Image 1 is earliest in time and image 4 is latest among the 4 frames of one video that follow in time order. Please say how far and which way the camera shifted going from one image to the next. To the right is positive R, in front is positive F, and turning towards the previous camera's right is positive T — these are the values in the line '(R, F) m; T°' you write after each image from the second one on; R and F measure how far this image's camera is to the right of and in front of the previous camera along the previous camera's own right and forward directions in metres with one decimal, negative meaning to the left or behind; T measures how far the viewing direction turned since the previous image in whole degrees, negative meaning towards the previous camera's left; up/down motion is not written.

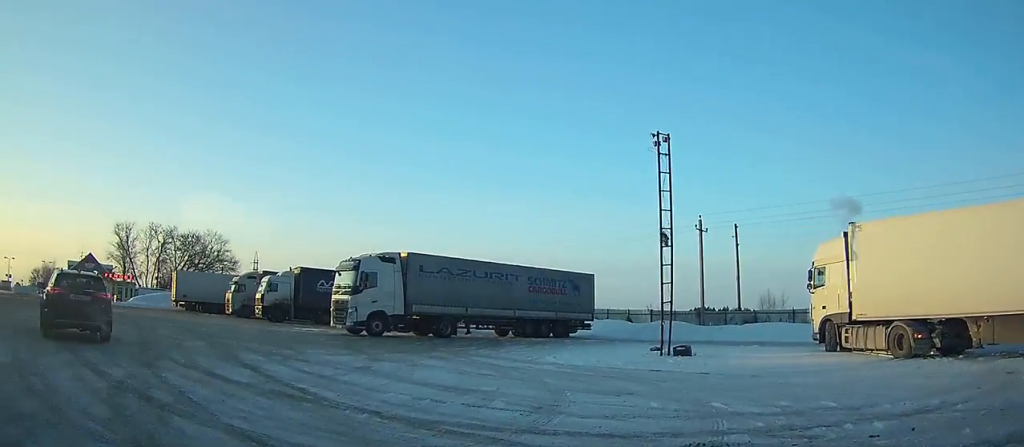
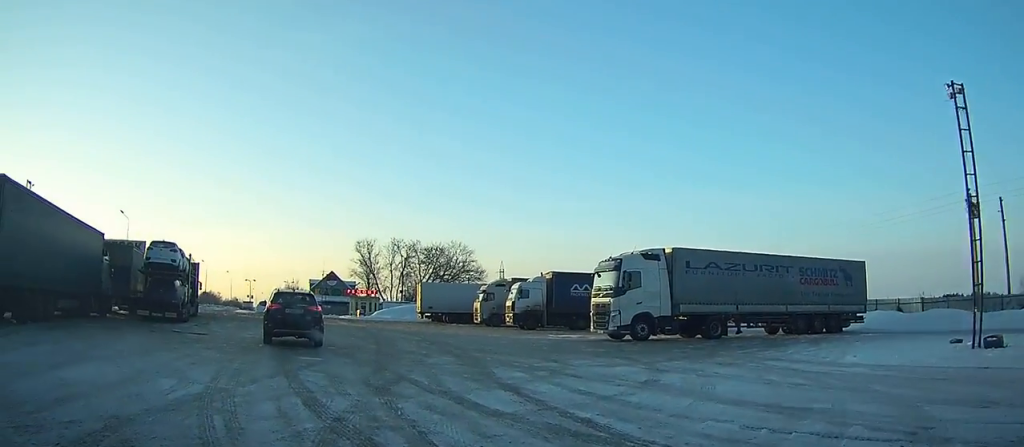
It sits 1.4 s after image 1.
(-0.6, +1.7) m; -12°
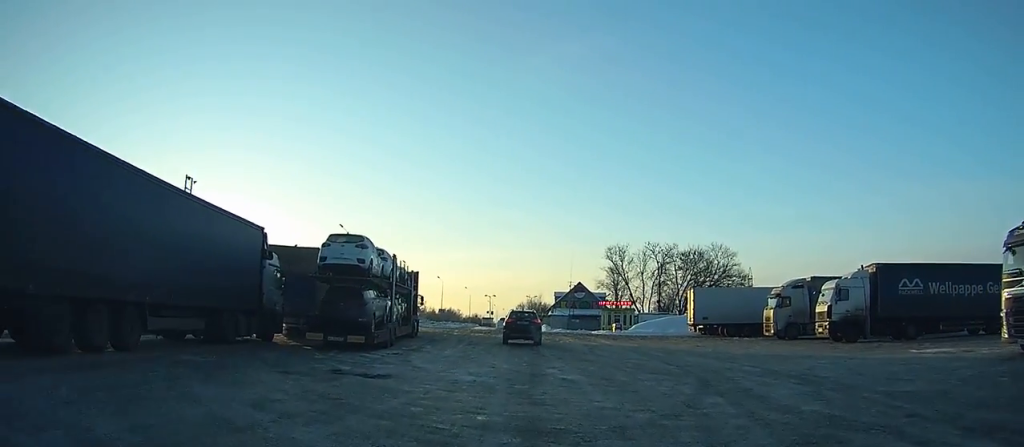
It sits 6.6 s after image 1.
(-2.0, +7.6) m; -19°
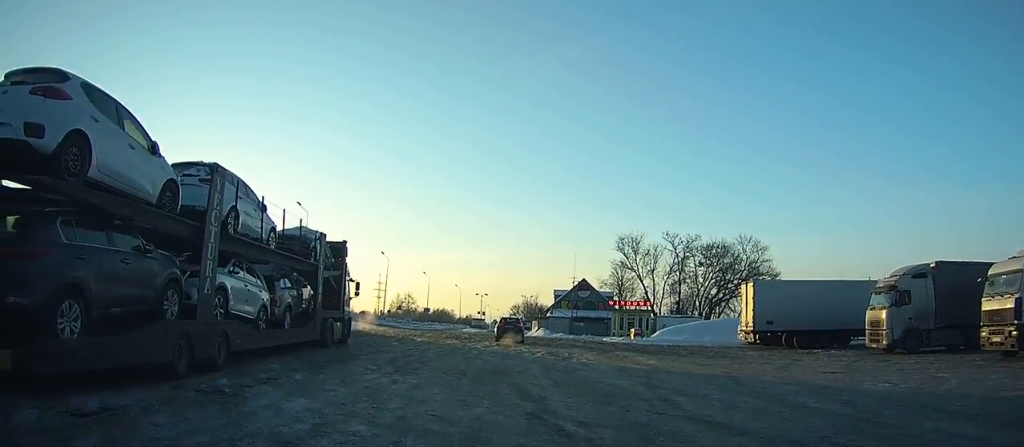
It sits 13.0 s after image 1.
(-0.3, +13.1) m; -1°
